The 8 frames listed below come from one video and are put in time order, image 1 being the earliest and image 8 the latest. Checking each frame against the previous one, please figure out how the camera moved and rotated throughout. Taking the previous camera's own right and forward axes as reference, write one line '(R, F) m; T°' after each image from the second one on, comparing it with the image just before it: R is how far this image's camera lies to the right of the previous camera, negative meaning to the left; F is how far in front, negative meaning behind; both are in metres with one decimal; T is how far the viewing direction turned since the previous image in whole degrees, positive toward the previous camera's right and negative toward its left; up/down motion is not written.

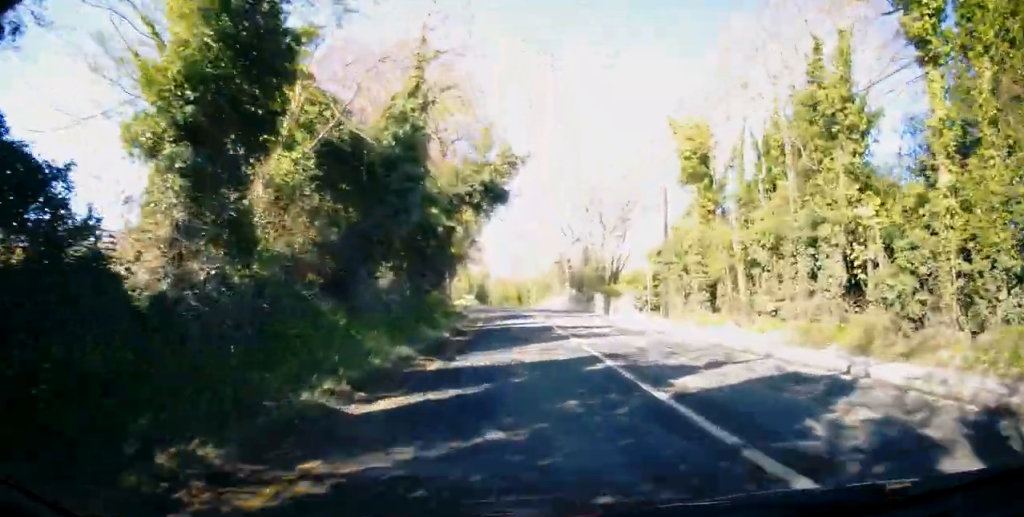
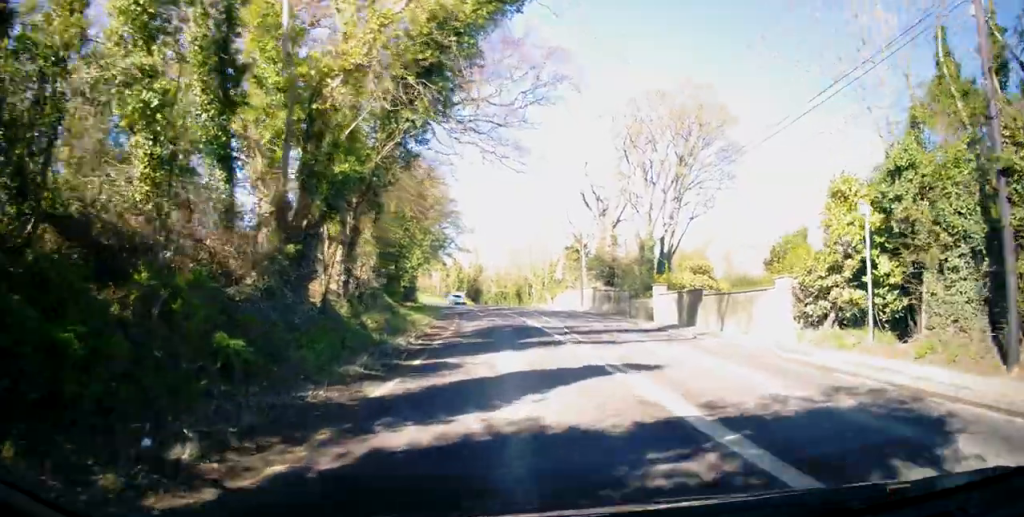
(+0.7, +24.1) m; +1°
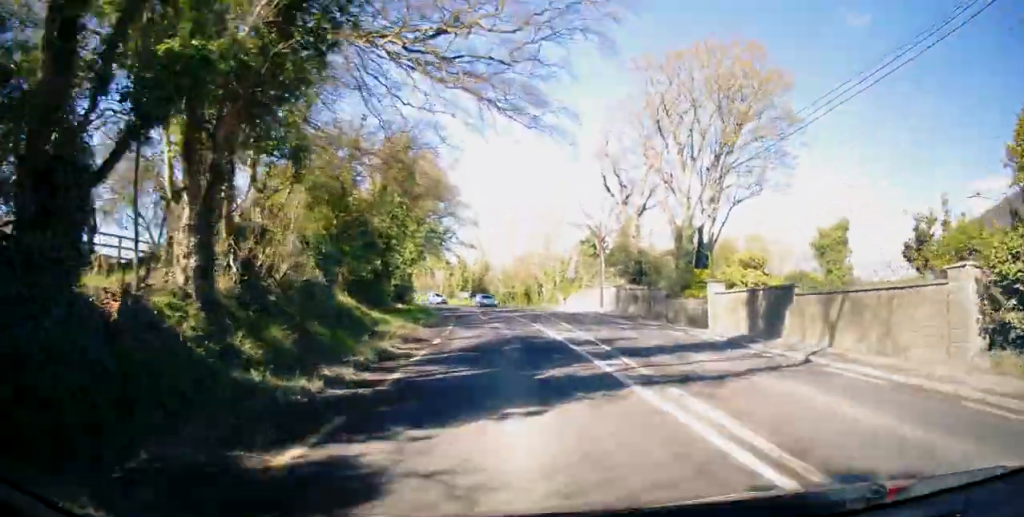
(+0.3, +7.7) m; -2°
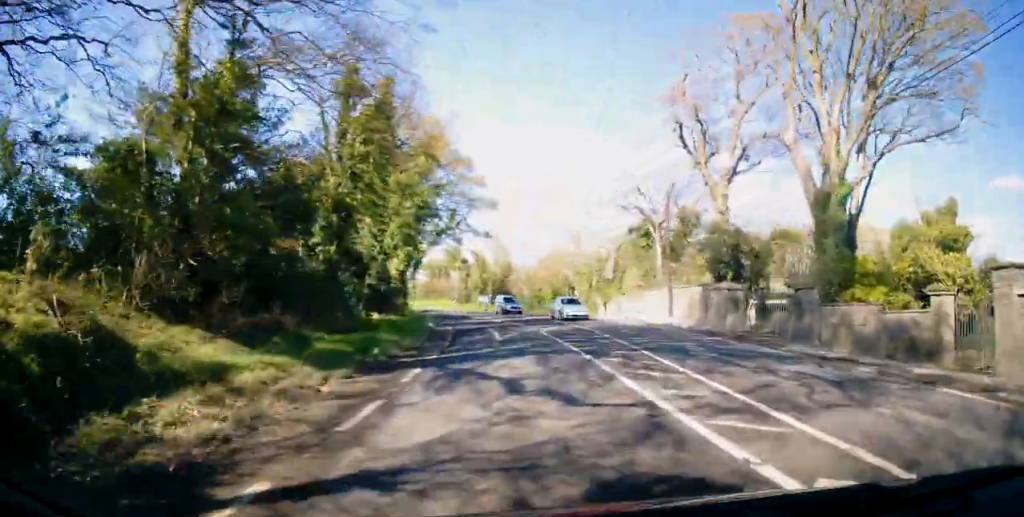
(-1.1, +14.8) m; -3°
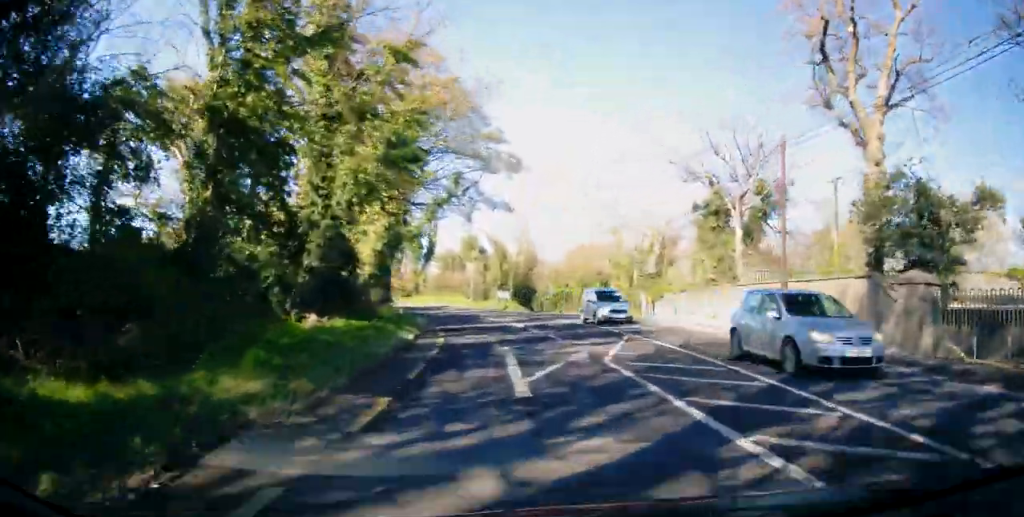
(+0.4, +12.2) m; 0°
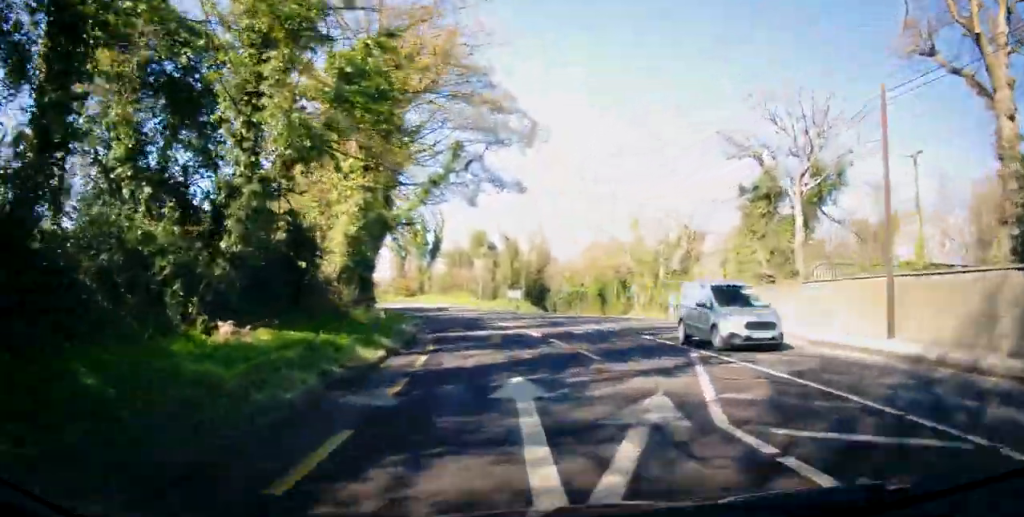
(-0.1, +6.2) m; -1°
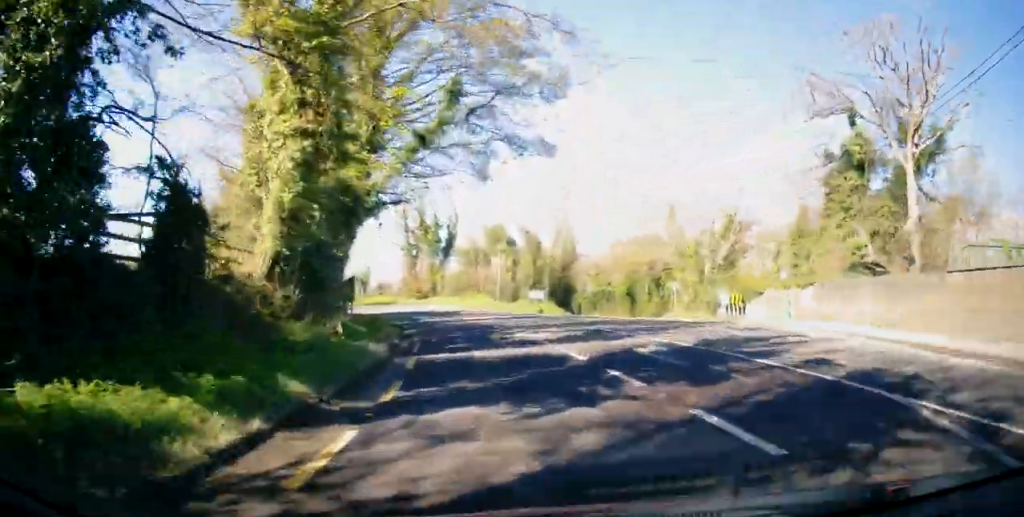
(-0.1, +7.6) m; -2°
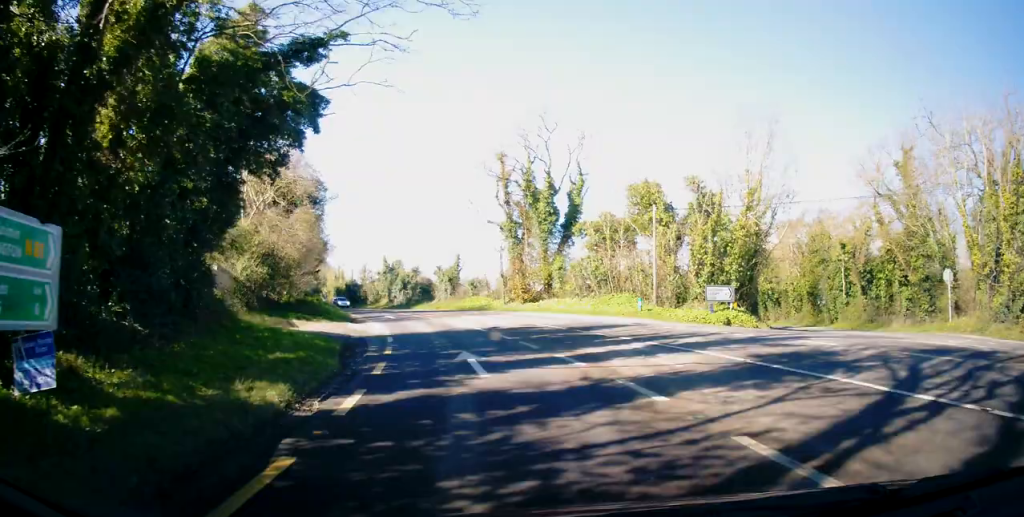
(-1.8, +25.1) m; -10°
